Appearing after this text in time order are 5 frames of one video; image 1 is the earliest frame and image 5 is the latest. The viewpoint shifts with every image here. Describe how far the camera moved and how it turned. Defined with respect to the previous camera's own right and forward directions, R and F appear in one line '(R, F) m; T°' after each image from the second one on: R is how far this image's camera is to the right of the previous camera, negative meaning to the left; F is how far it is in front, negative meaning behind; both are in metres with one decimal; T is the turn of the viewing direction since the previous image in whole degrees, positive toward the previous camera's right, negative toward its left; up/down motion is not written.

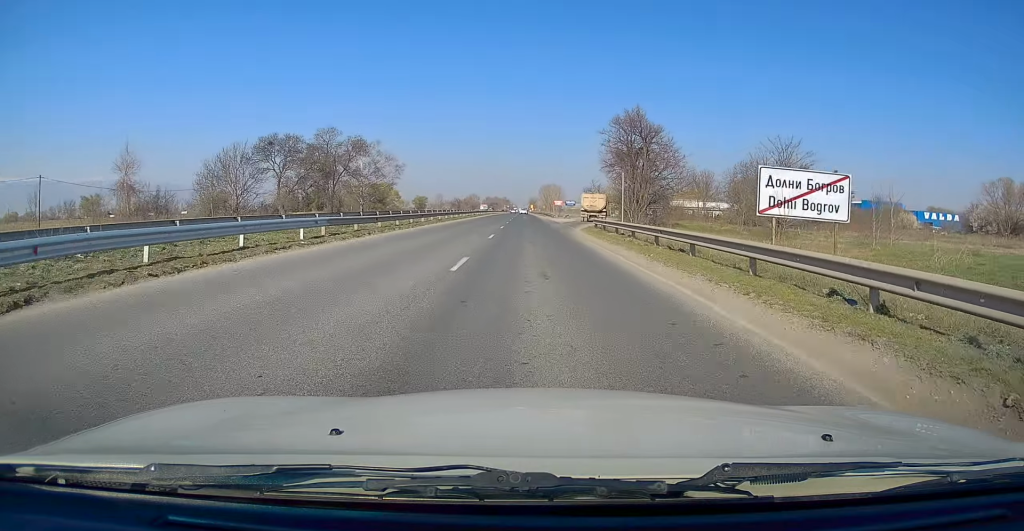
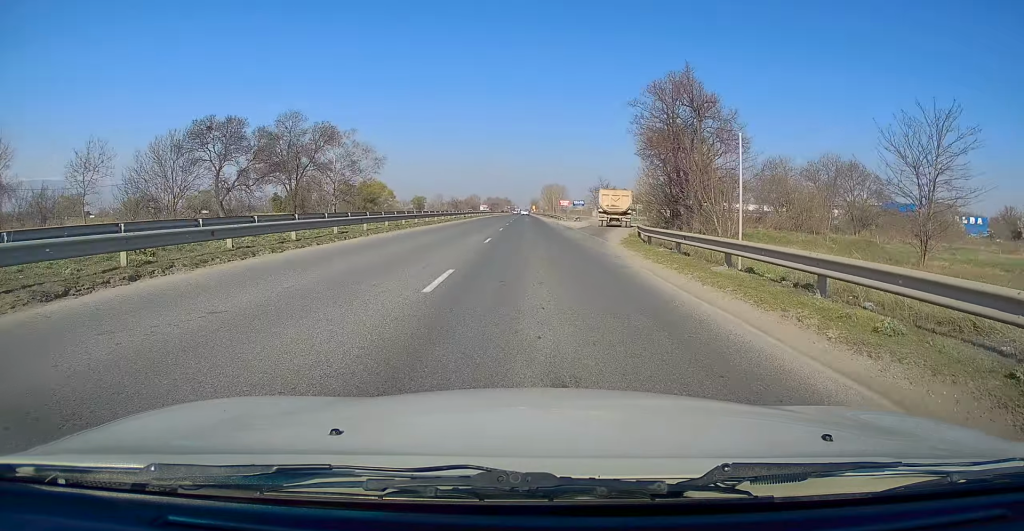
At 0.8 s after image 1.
(+0.4, +14.7) m; +1°
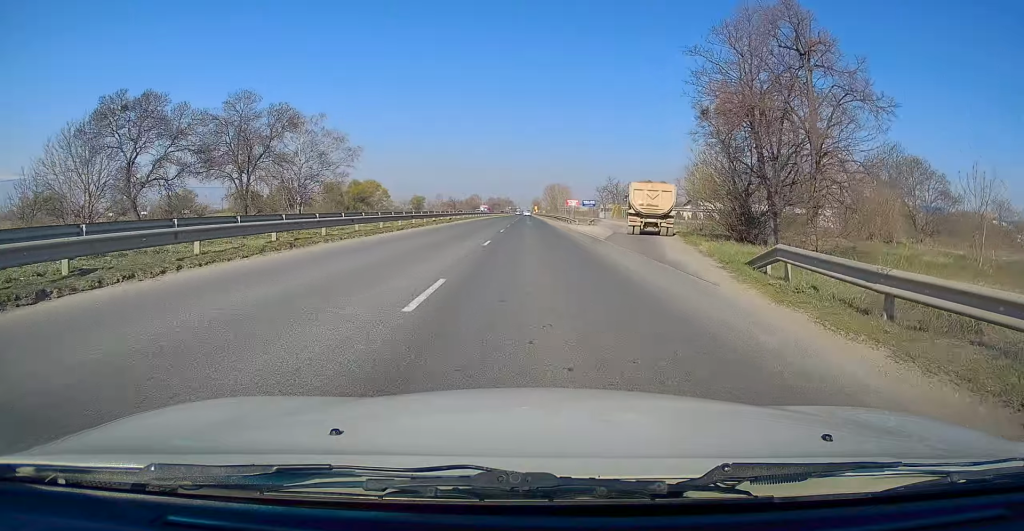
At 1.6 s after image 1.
(0.0, +13.6) m; -1°
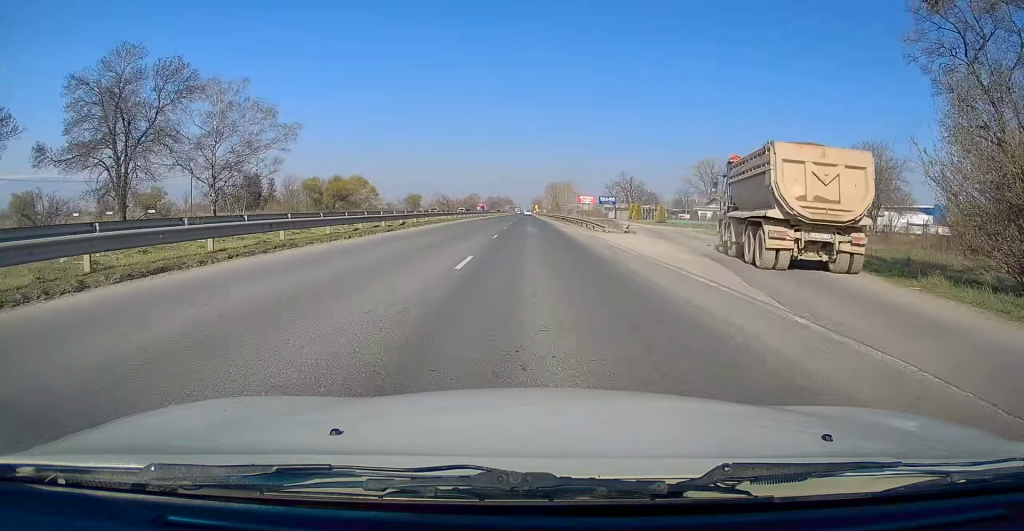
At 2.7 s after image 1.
(-0.4, +19.4) m; -1°
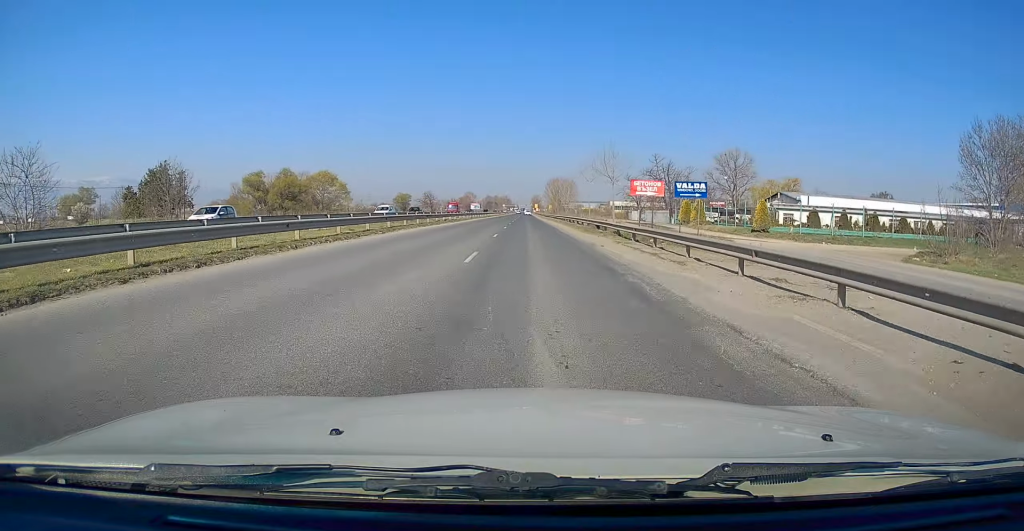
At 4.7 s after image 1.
(+0.7, +34.8) m; +1°
